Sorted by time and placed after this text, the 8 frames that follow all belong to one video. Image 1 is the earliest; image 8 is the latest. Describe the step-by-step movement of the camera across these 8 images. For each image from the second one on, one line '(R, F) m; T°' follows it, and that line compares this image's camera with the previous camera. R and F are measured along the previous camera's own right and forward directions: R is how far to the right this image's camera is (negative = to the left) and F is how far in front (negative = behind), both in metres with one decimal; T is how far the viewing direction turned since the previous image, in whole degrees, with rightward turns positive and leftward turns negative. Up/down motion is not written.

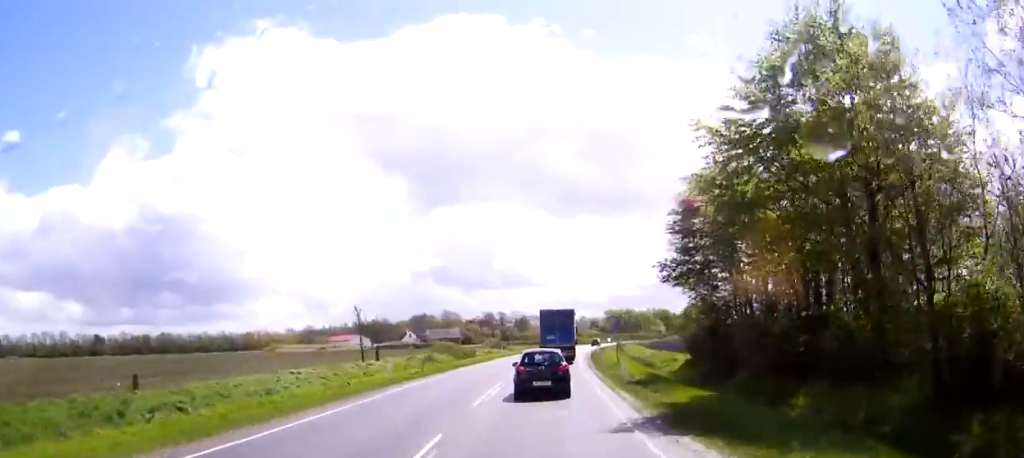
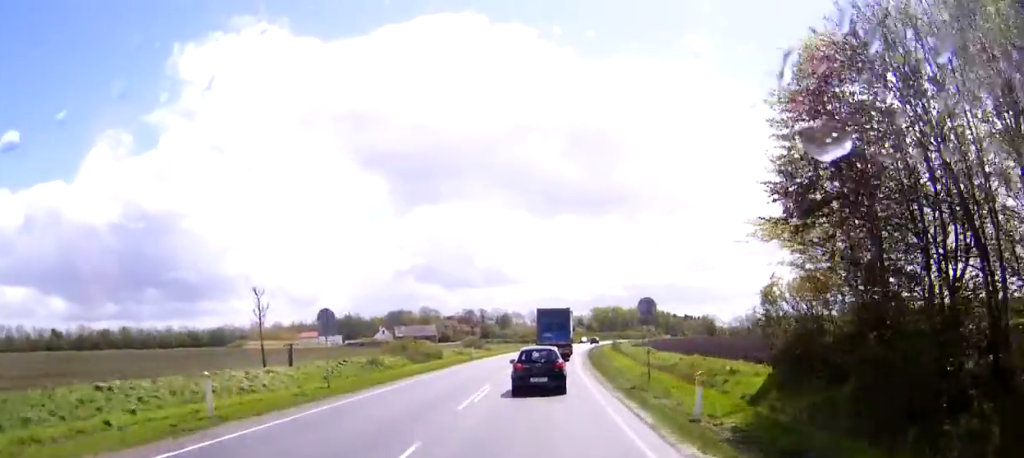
(+0.1, +18.2) m; 0°
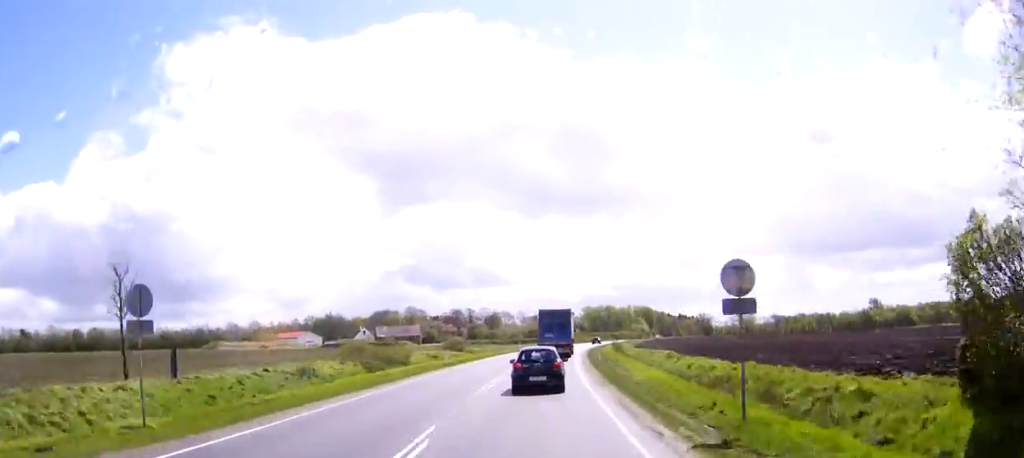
(0.0, +13.6) m; +1°
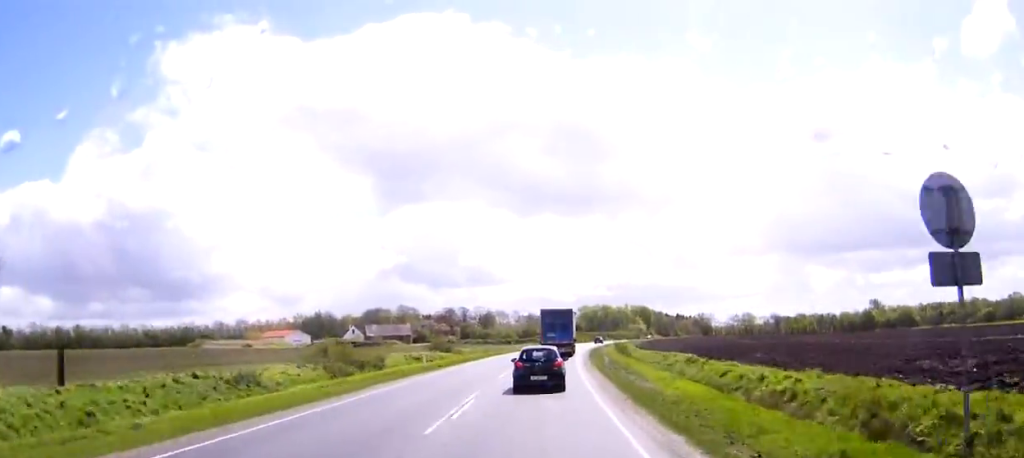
(+0.1, +7.9) m; +1°
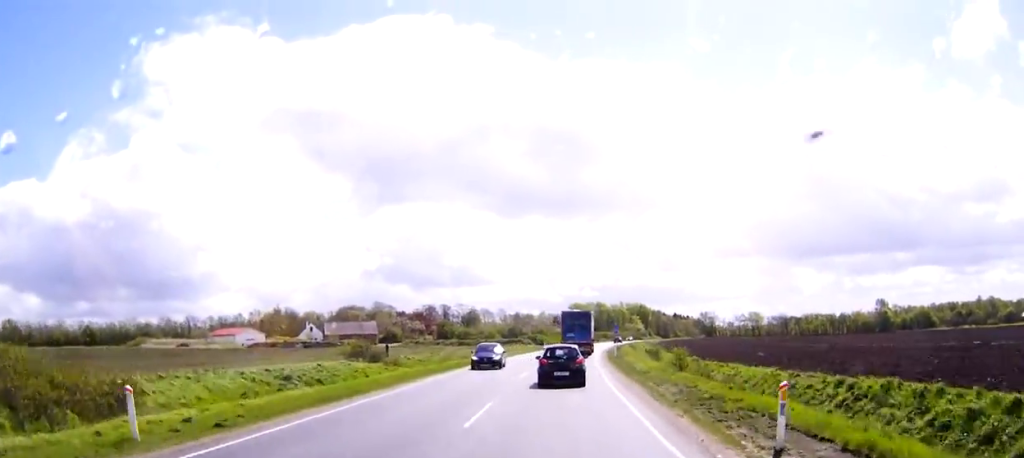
(+0.7, +32.5) m; +2°
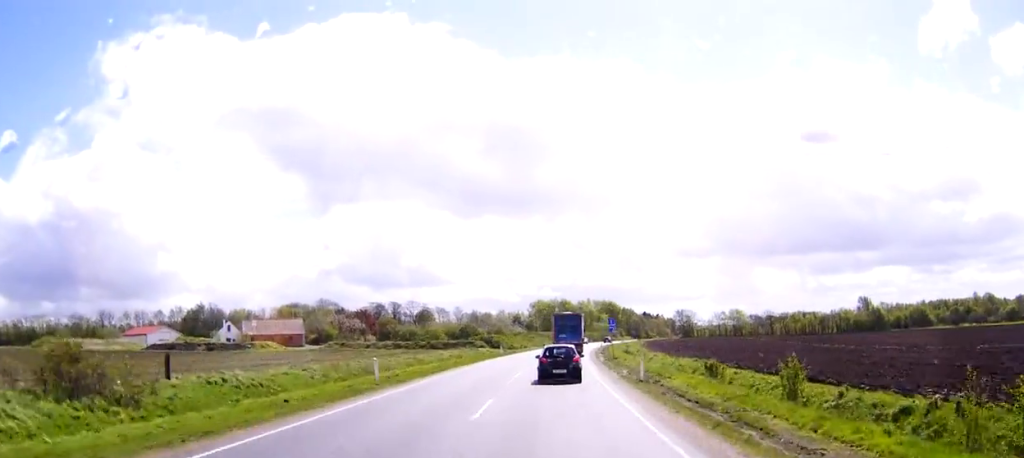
(+0.6, +31.7) m; +2°
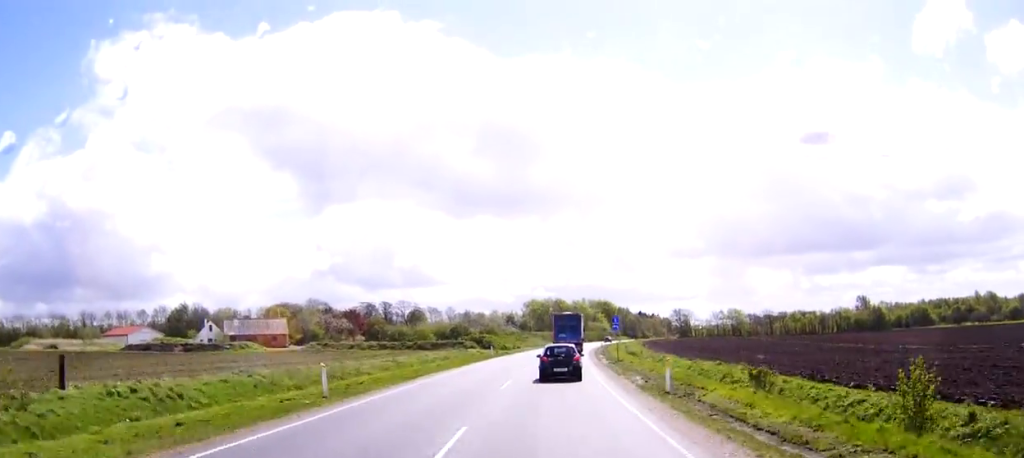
(0.0, +6.9) m; 0°
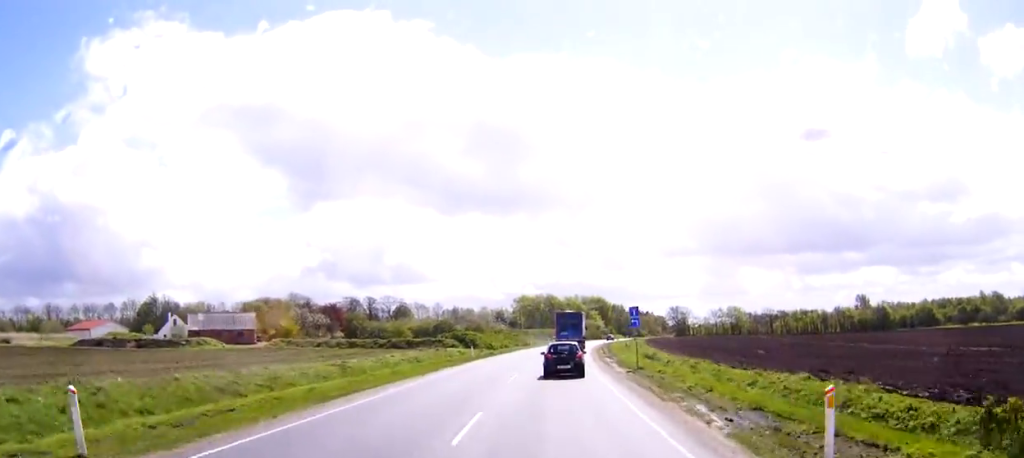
(+0.1, +13.3) m; +1°
